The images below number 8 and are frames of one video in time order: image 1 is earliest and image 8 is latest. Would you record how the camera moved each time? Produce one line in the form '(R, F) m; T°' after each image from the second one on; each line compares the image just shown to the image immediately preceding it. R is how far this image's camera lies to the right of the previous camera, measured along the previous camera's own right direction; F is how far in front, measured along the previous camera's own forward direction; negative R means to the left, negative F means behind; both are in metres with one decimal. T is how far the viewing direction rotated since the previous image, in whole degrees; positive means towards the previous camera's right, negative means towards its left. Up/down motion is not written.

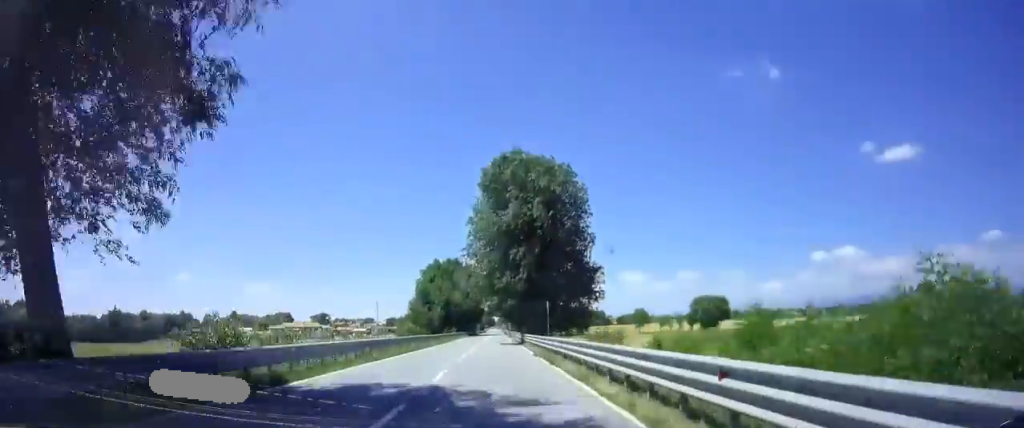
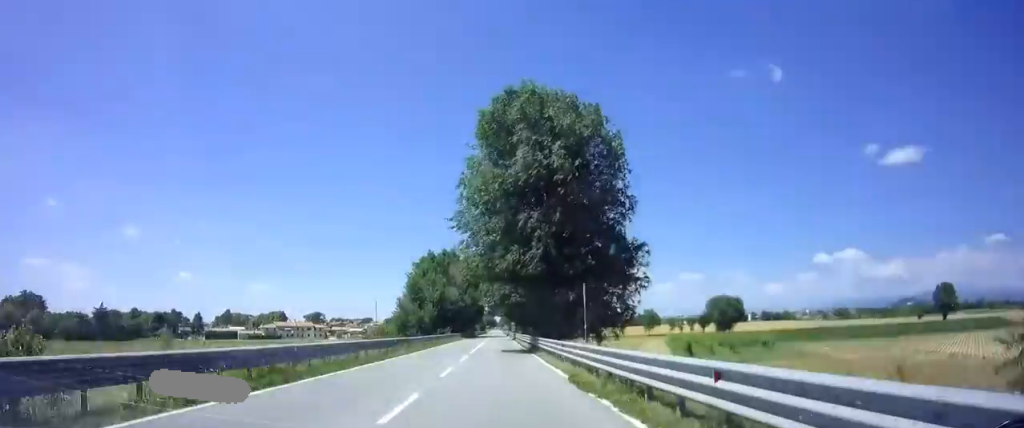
(0.0, +13.1) m; 0°
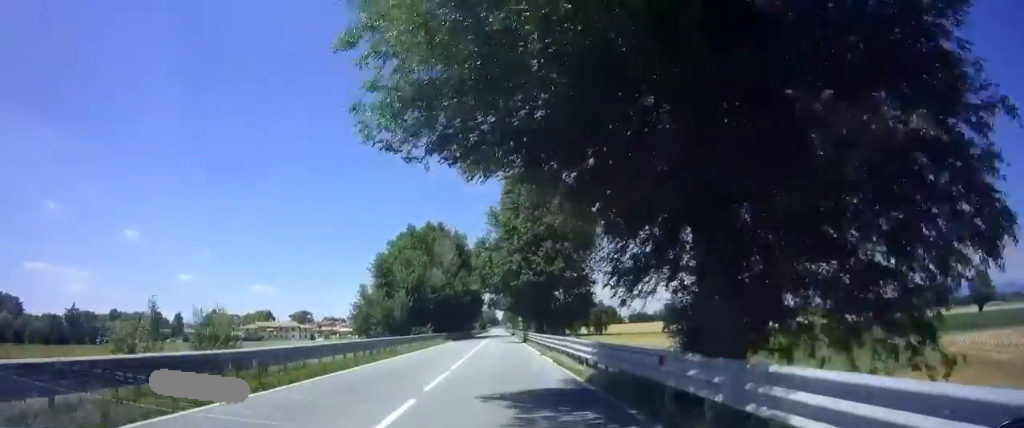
(-0.1, +25.7) m; 0°
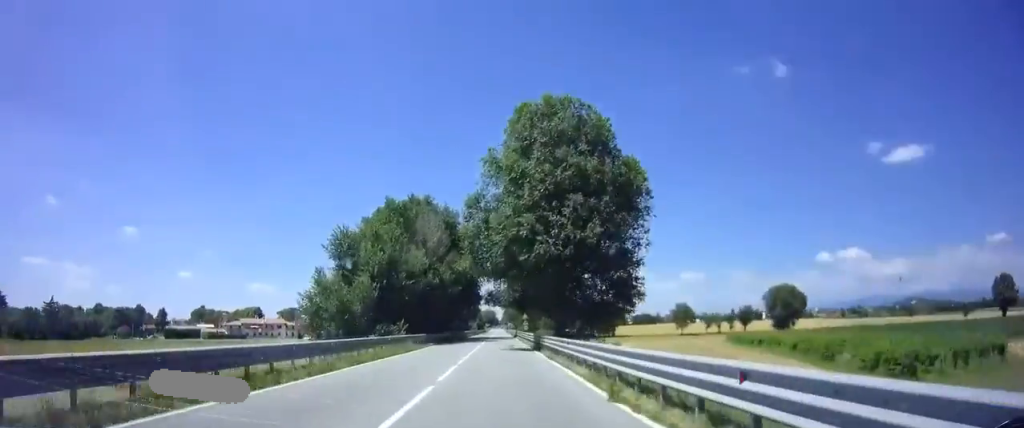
(0.0, +14.9) m; 0°
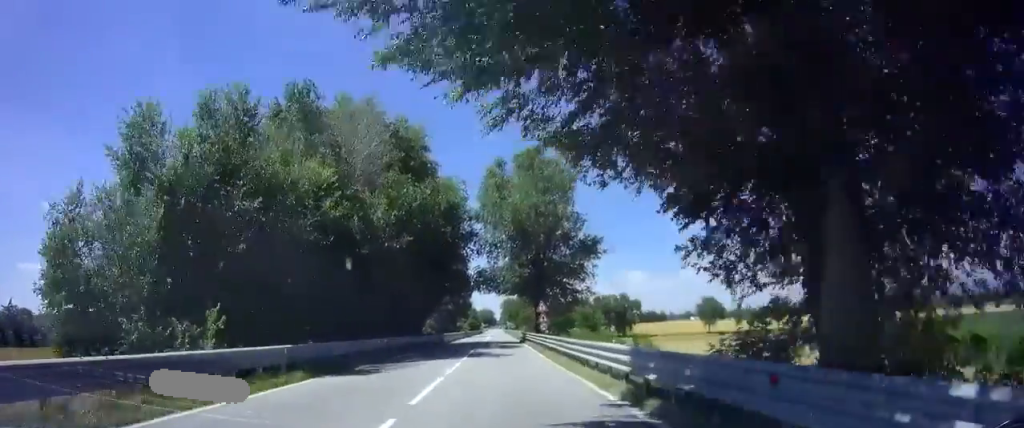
(+0.2, +27.0) m; +1°
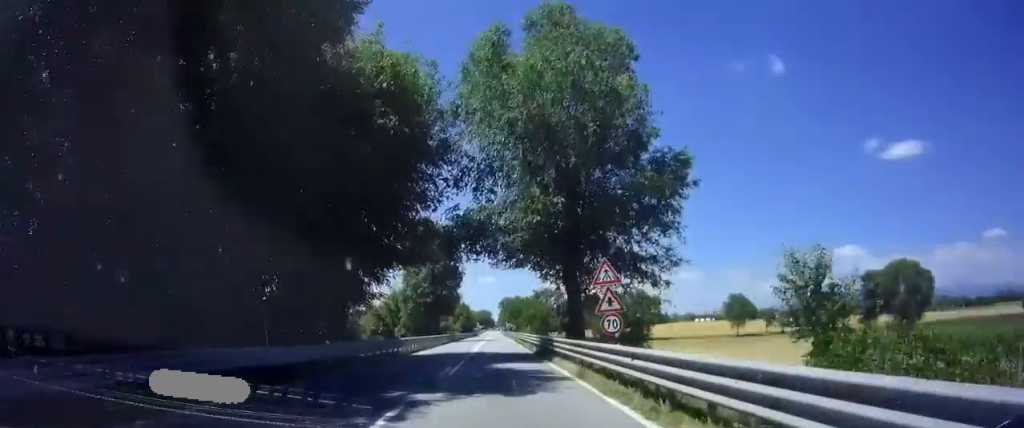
(0.0, +22.7) m; 0°
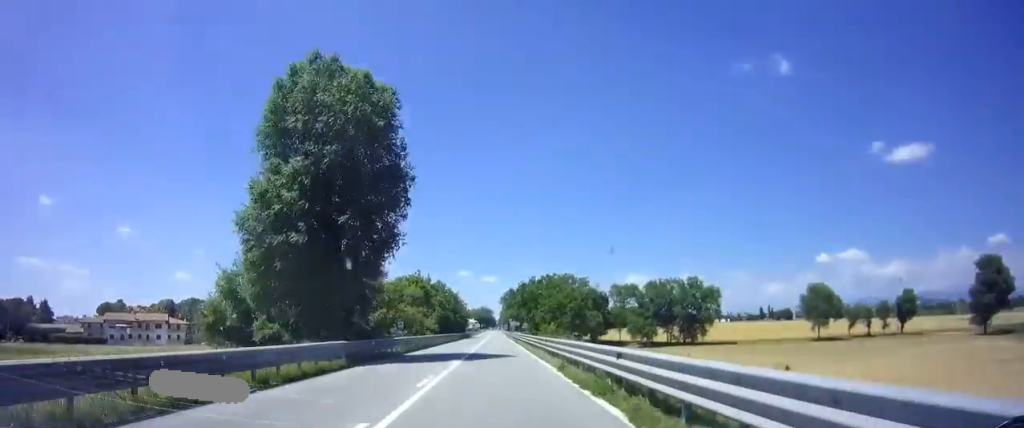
(-0.1, +39.3) m; 0°
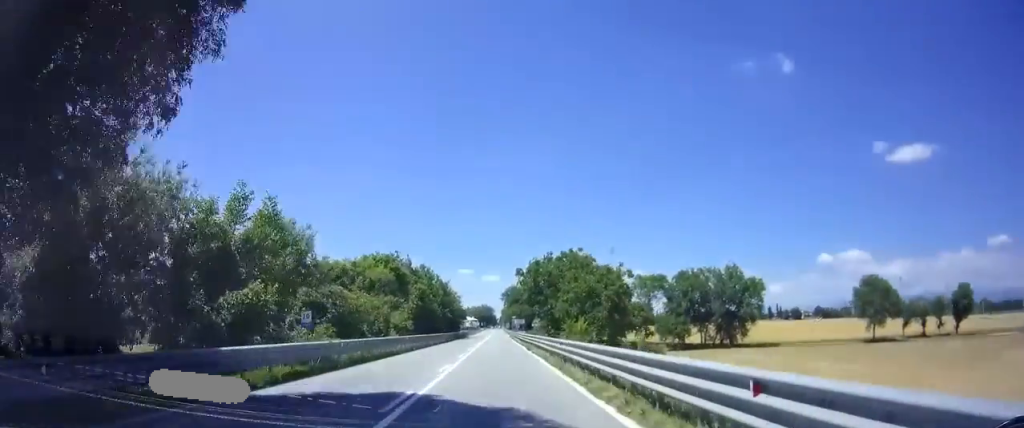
(0.0, +18.2) m; -1°
